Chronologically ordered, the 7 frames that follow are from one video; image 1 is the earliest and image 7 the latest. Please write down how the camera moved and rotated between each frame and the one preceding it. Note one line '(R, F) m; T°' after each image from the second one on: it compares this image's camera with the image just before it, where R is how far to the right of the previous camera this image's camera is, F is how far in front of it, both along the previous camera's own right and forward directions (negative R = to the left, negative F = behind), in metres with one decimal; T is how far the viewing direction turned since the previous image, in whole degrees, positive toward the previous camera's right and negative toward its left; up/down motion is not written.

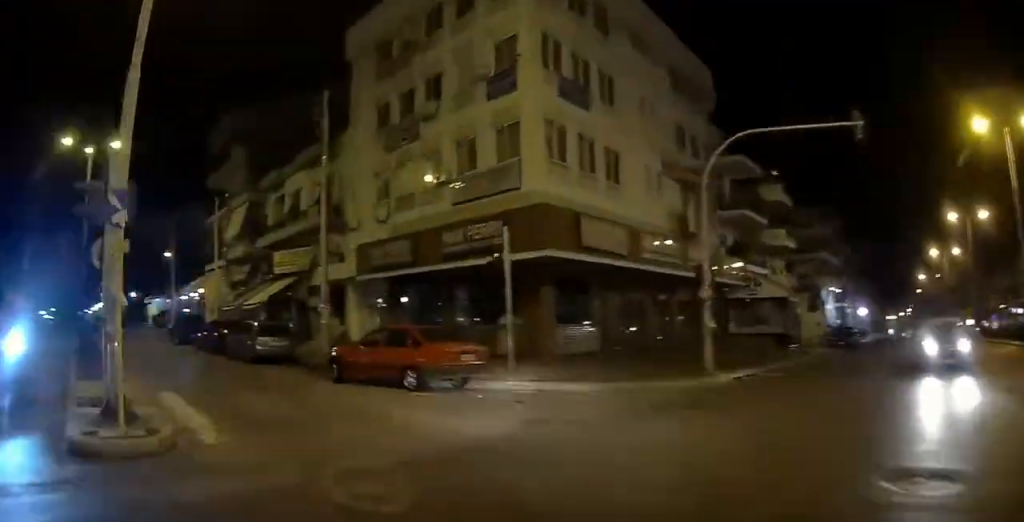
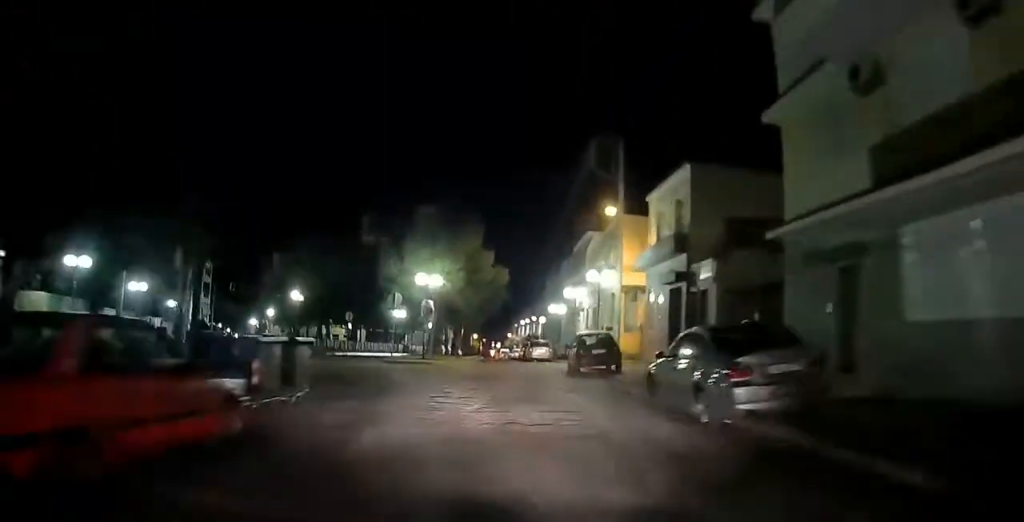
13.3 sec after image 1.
(-23.4, +98.8) m; -31°
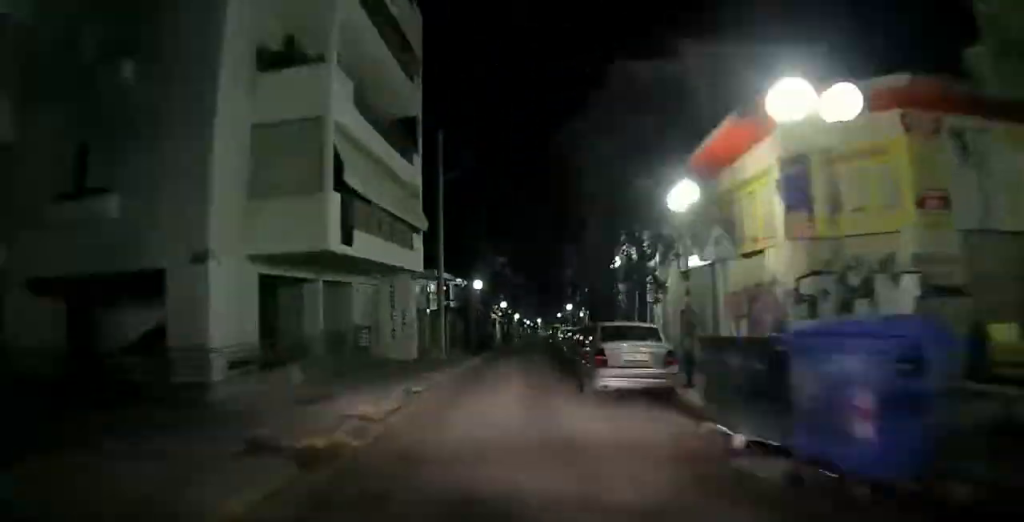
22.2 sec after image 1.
(-14.1, +75.8) m; -7°
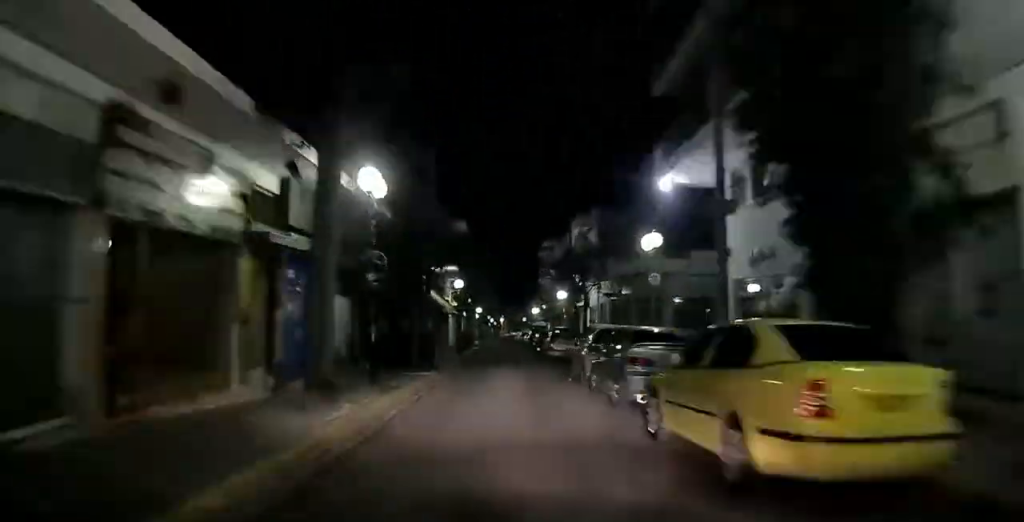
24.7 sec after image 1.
(+0.4, +21.4) m; +1°
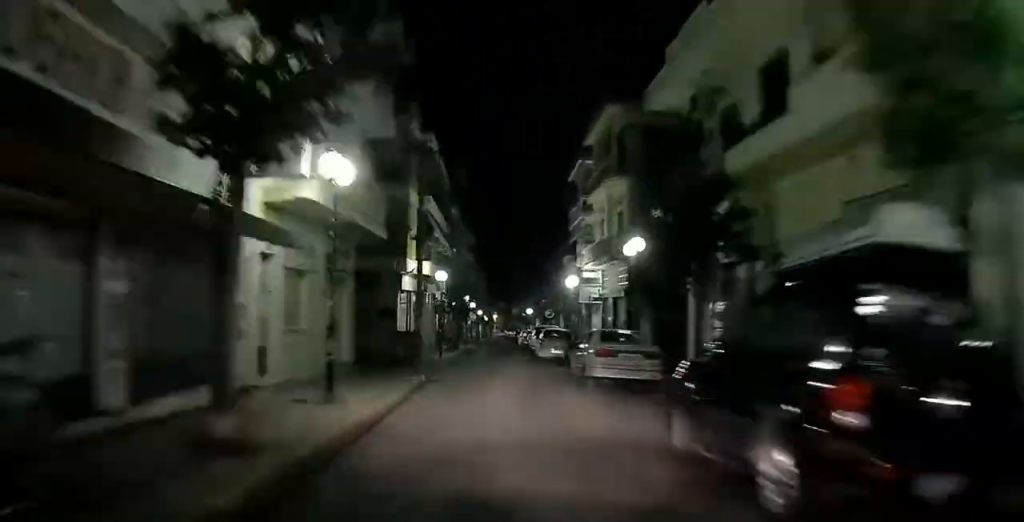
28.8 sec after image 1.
(+0.6, +34.3) m; +1°
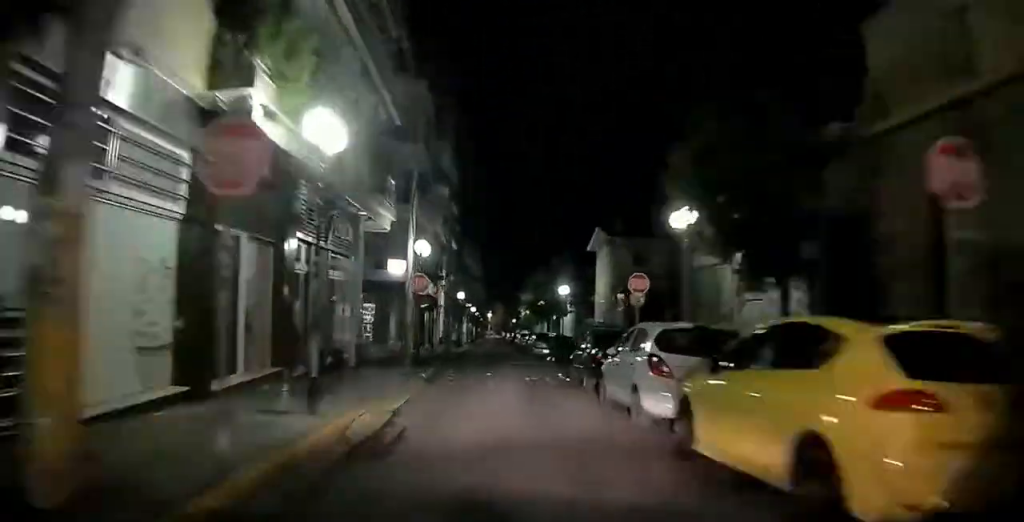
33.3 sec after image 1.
(0.0, +33.5) m; 0°
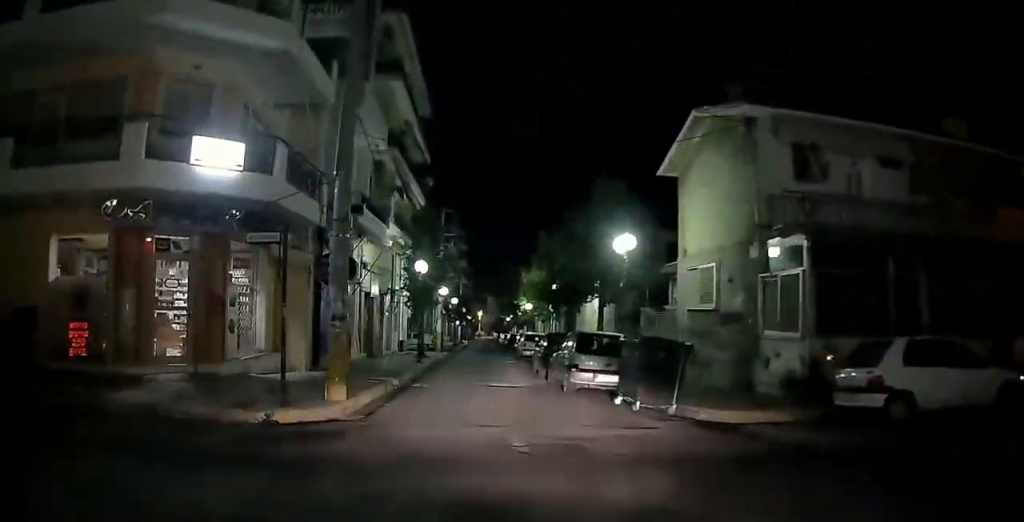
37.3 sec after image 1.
(0.0, +27.1) m; 0°
